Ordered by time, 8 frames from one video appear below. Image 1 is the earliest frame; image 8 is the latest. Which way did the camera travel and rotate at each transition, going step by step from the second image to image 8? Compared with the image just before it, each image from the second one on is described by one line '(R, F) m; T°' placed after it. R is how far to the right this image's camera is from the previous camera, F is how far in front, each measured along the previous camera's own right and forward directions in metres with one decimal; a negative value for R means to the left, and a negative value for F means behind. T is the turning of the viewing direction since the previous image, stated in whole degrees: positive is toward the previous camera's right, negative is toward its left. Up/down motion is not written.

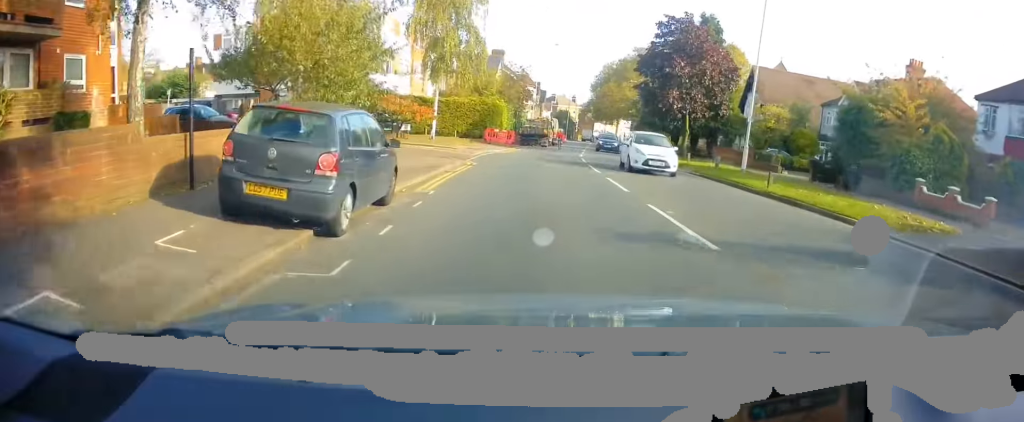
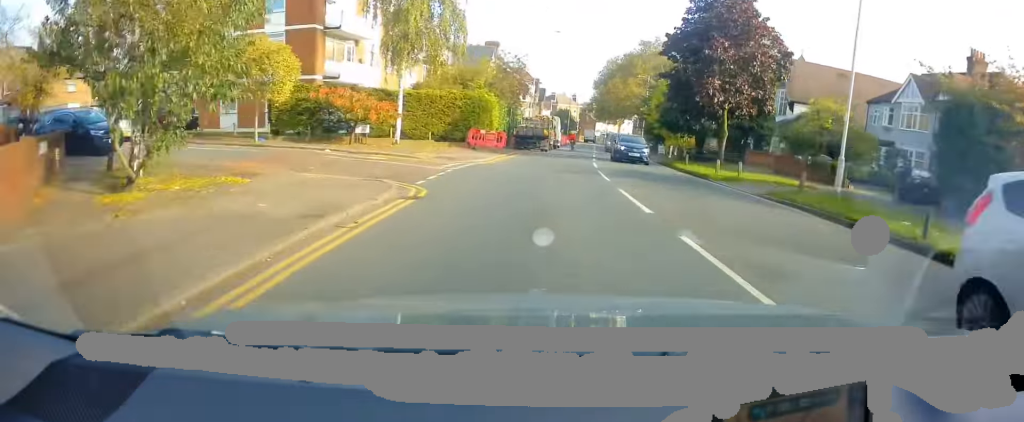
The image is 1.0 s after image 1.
(-0.2, +8.4) m; 0°
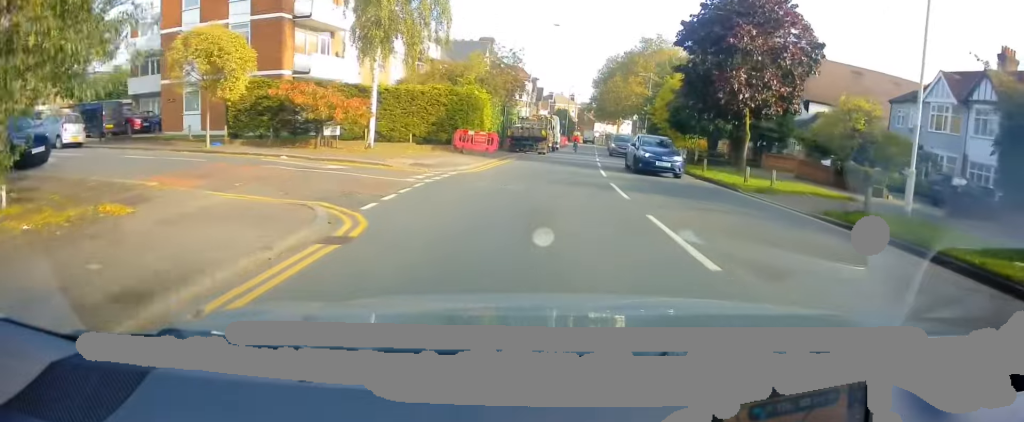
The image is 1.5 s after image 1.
(+0.1, +3.8) m; +1°
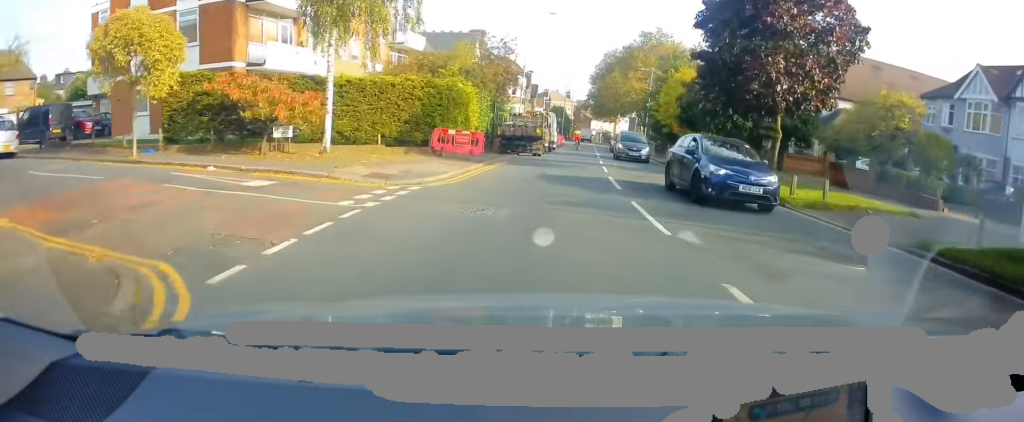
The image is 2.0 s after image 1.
(0.0, +4.2) m; +1°
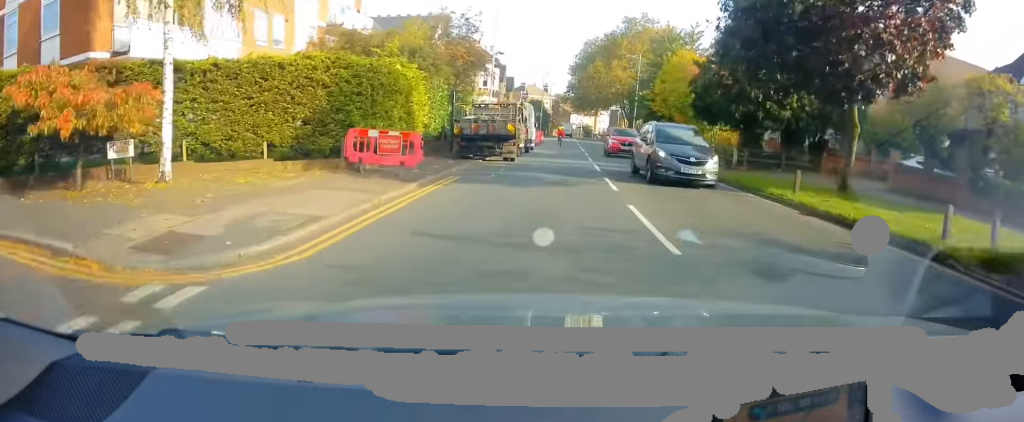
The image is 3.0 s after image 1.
(+0.1, +7.3) m; +1°
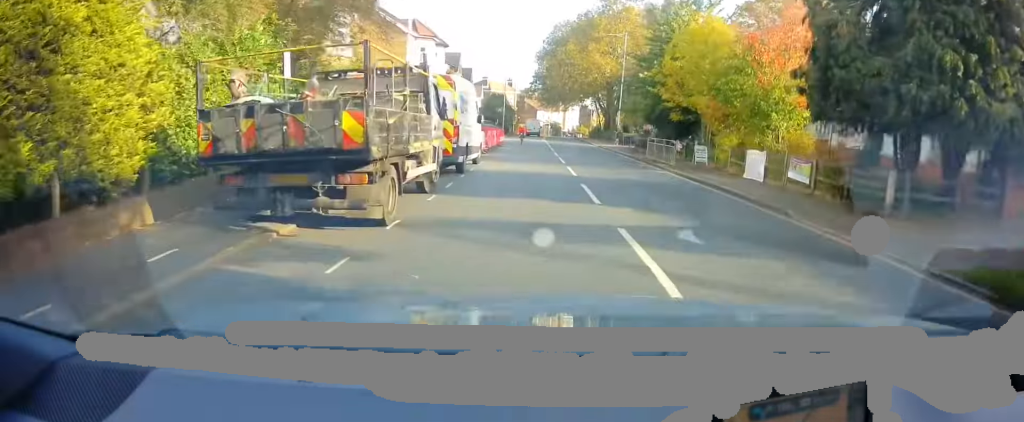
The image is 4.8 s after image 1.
(0.0, +13.8) m; +2°
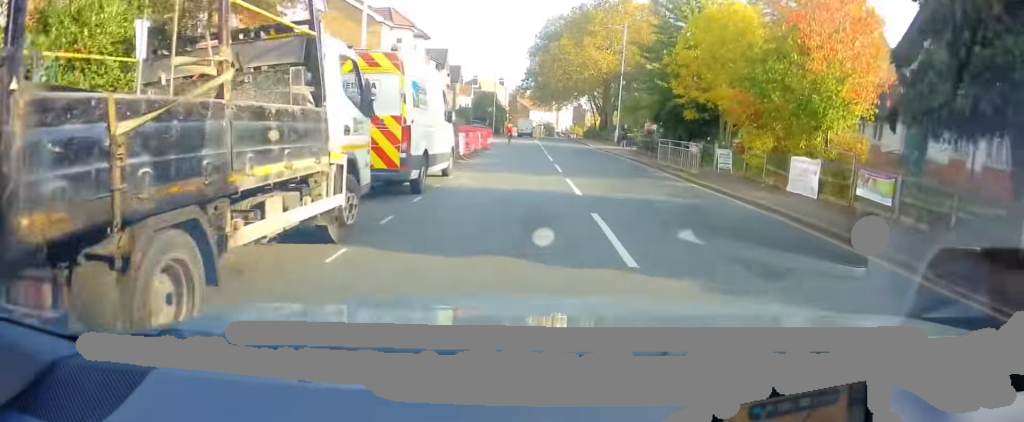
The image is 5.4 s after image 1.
(+0.1, +4.5) m; +2°
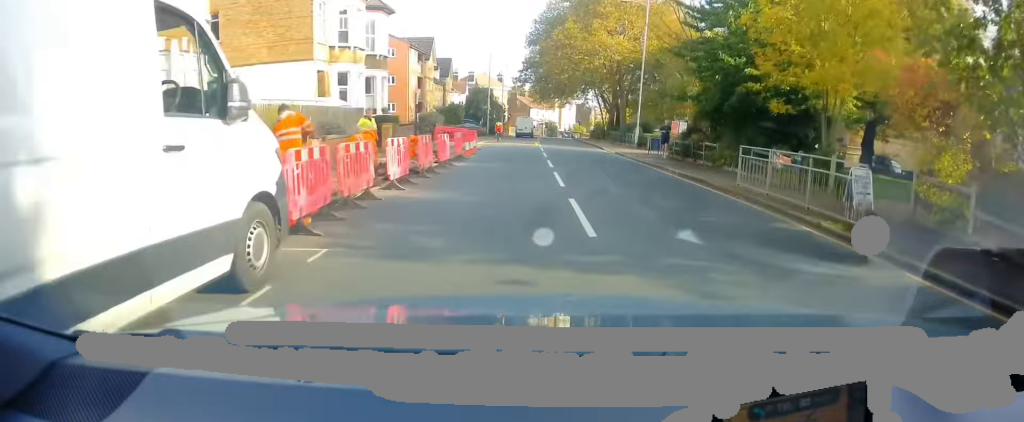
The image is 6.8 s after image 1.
(+0.3, +10.1) m; -1°
